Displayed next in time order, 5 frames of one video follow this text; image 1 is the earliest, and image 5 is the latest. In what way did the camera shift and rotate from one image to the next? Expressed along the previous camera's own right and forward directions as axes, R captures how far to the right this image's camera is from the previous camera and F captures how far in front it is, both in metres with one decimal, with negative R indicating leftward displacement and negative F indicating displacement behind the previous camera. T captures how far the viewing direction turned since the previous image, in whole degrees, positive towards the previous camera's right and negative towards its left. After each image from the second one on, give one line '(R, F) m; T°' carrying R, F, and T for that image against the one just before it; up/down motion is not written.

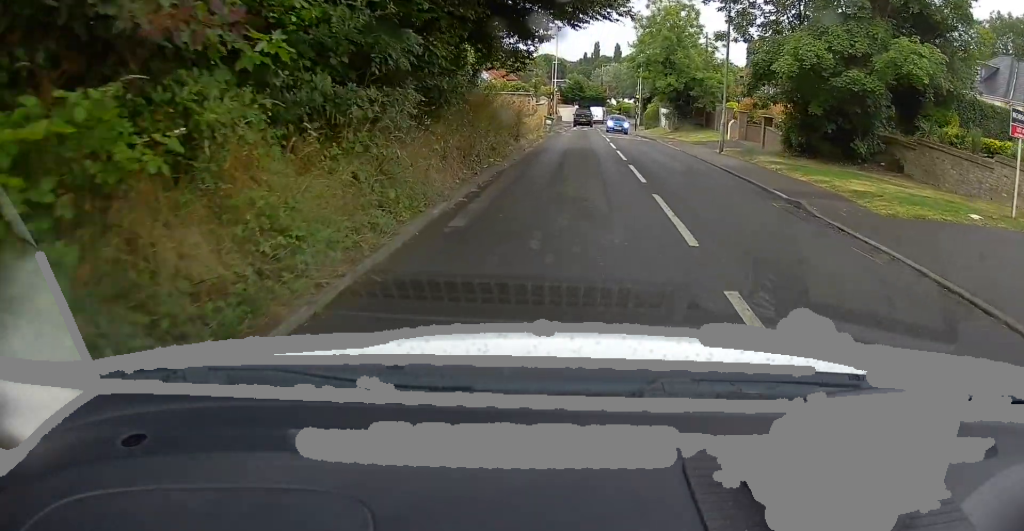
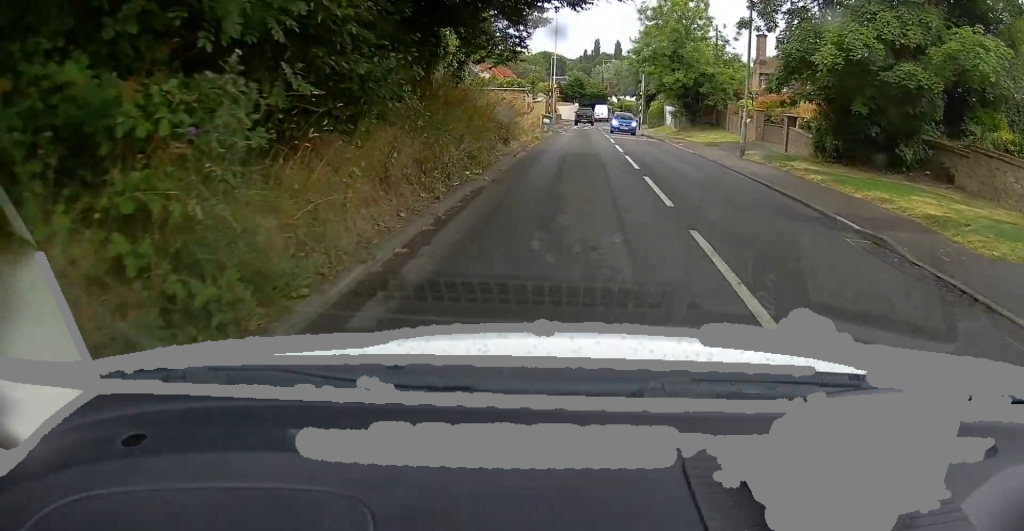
(0.0, +3.5) m; -1°
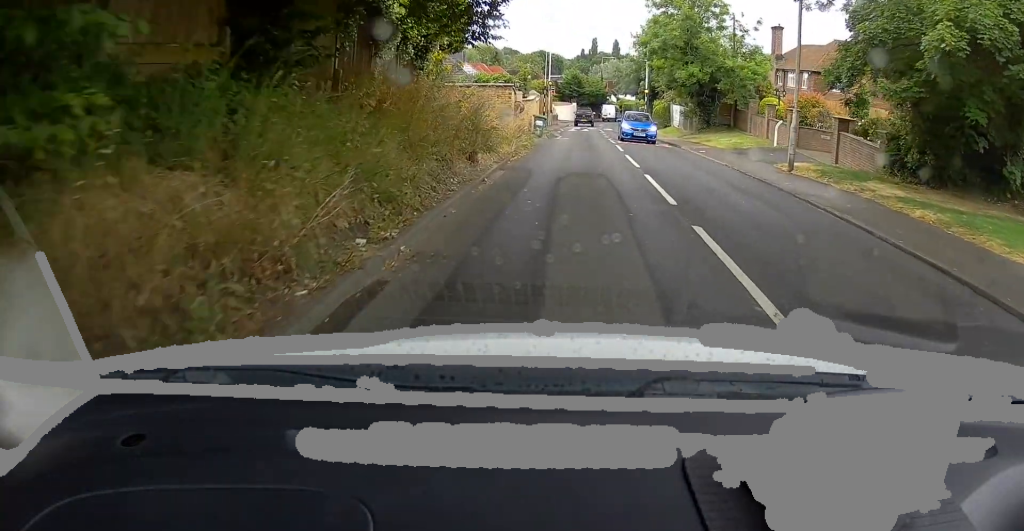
(0.0, +5.9) m; 0°
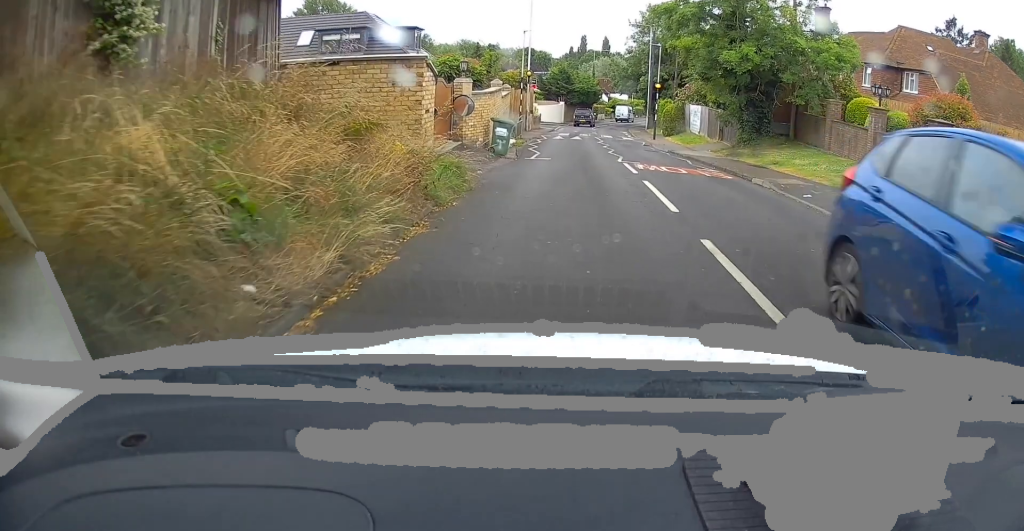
(+0.3, +13.7) m; +2°
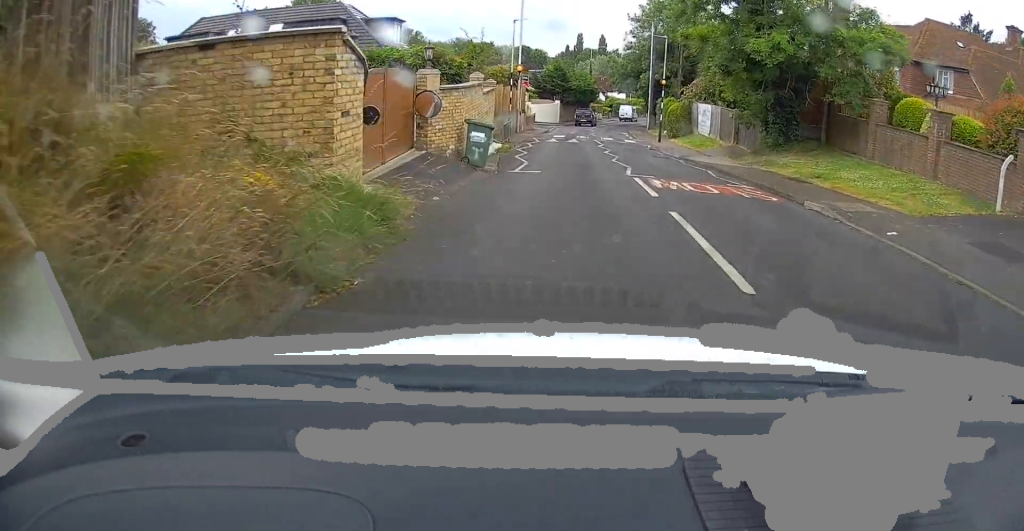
(0.0, +4.3) m; 0°
